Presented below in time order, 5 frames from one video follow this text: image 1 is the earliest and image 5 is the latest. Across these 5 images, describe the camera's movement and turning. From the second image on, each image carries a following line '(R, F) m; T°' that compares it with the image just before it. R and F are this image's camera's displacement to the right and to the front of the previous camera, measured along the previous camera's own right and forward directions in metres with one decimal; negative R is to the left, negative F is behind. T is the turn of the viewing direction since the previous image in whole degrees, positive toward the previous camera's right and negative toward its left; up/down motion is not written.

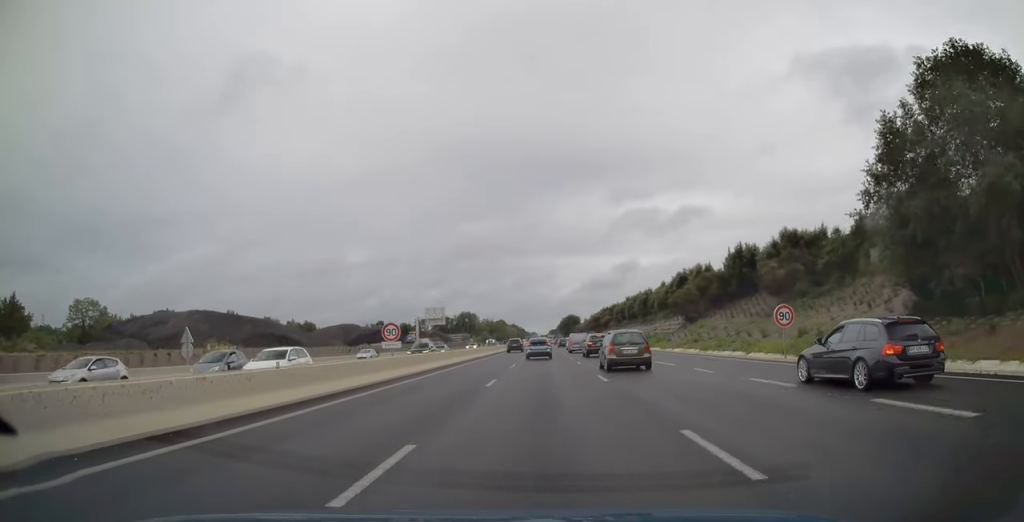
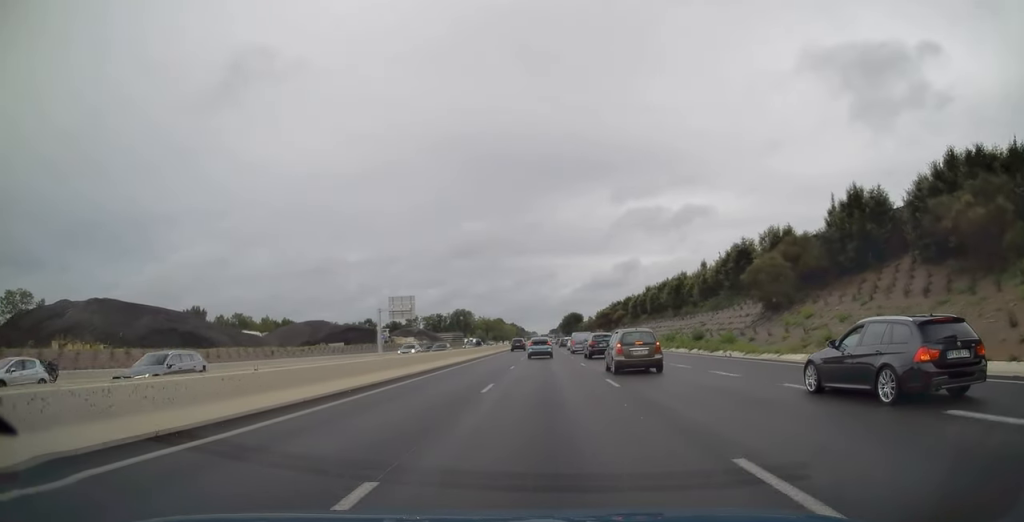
(-0.1, +28.2) m; 0°
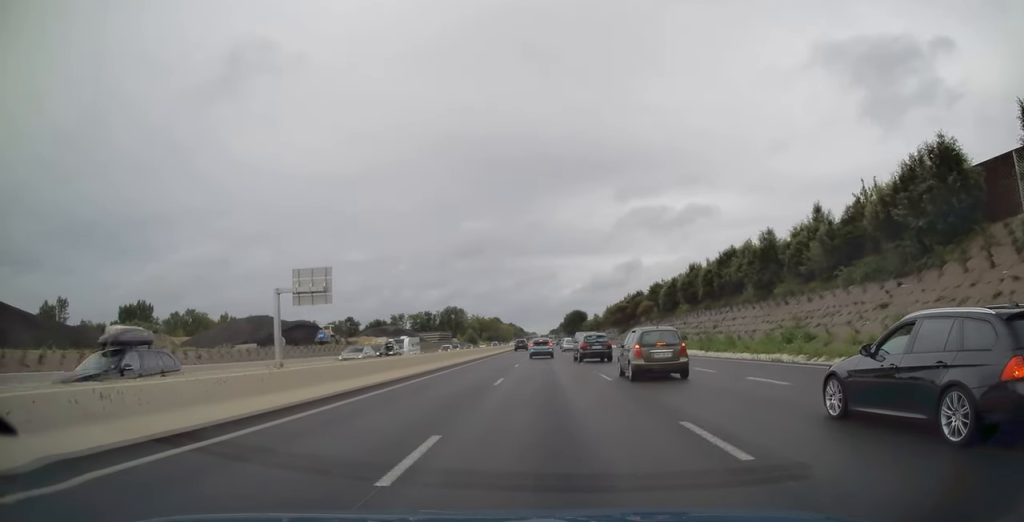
(+0.4, +36.3) m; 0°
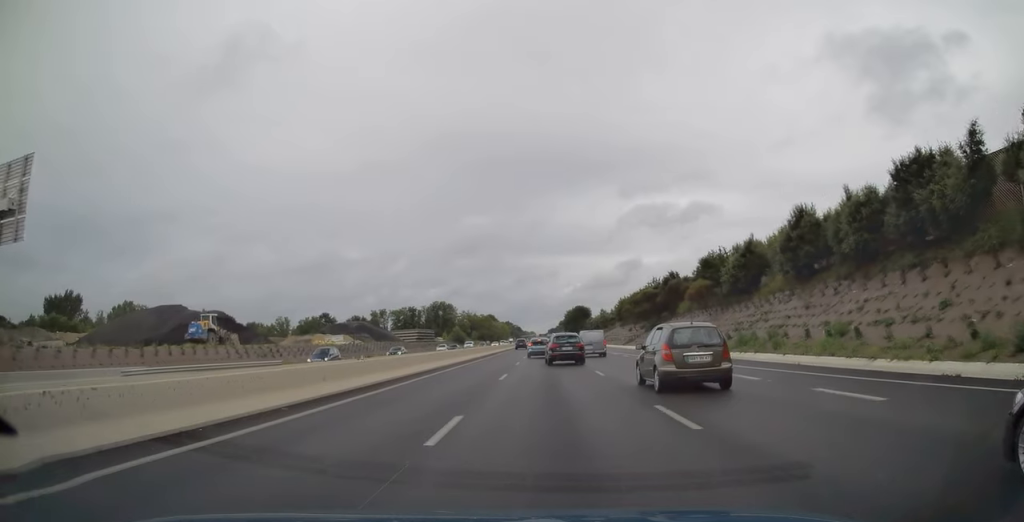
(-0.5, +36.8) m; -1°
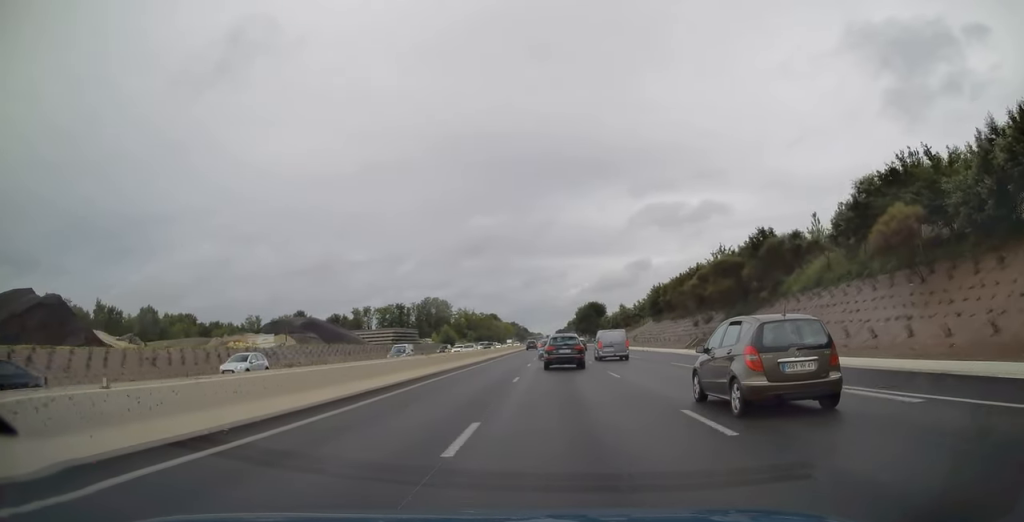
(+0.3, +39.7) m; 0°
